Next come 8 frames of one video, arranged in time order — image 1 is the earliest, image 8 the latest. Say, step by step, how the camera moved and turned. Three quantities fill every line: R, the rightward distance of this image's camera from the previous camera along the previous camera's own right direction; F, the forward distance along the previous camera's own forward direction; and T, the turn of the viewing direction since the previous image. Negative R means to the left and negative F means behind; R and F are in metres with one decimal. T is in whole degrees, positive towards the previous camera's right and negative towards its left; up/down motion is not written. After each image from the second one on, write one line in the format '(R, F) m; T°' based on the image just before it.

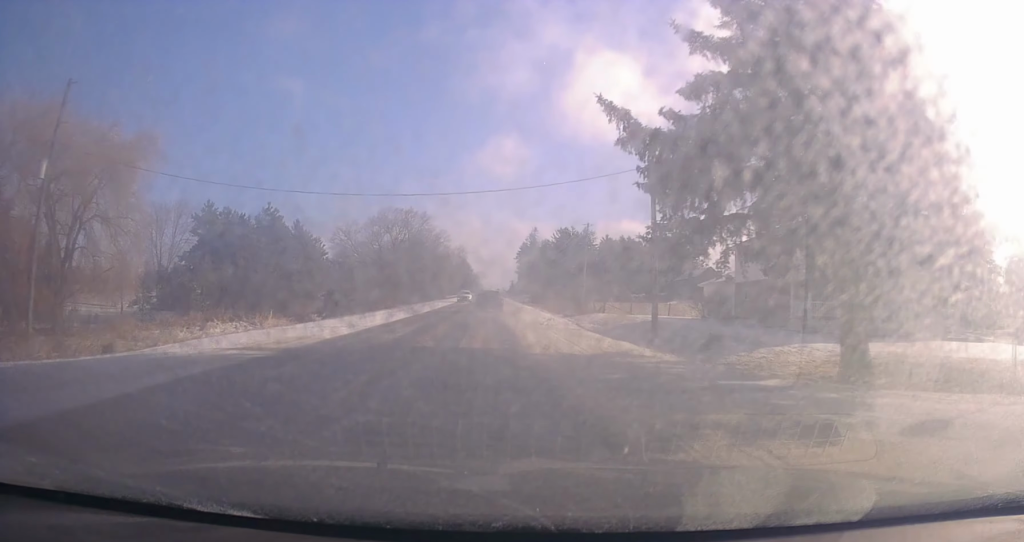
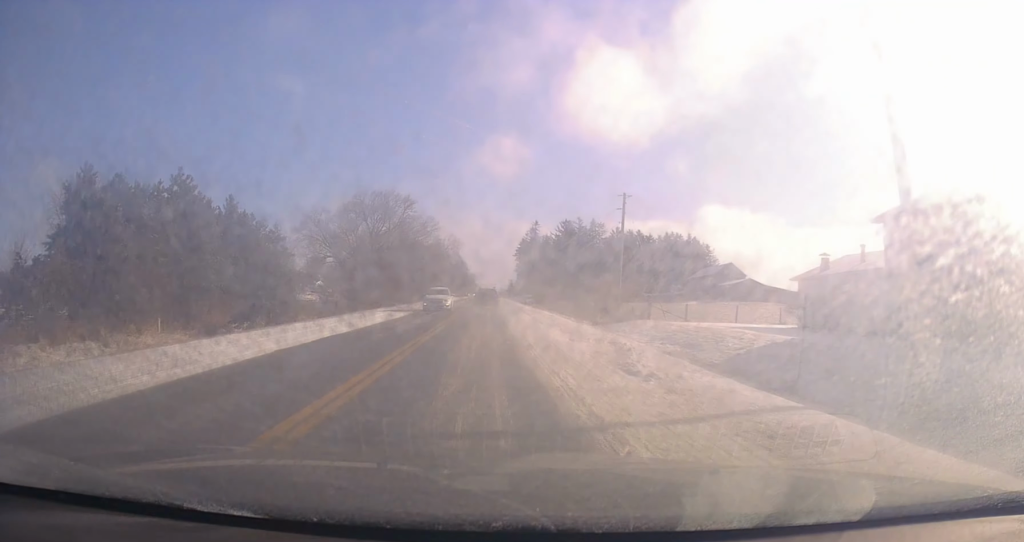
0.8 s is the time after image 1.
(-0.5, +19.2) m; -1°
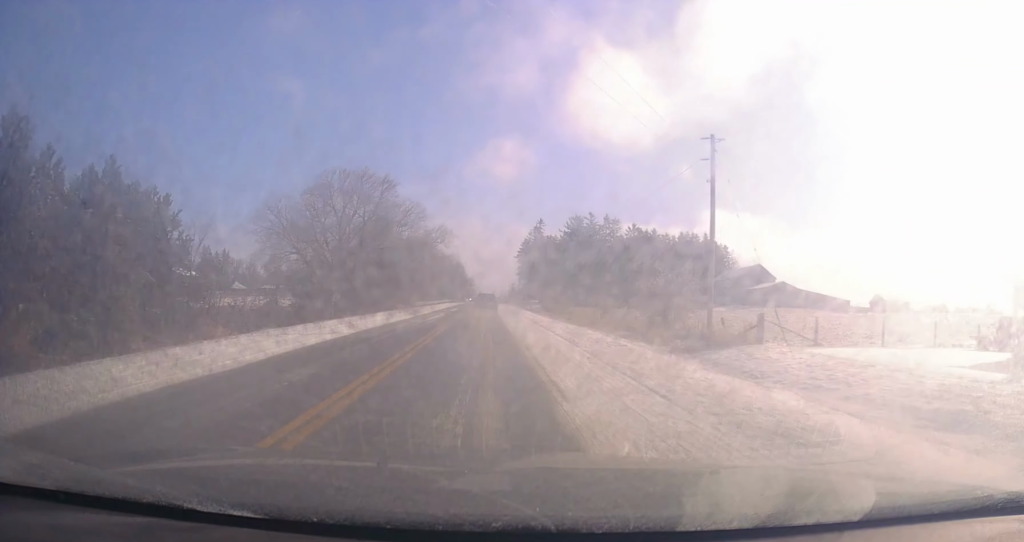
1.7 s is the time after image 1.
(+0.3, +19.6) m; +1°
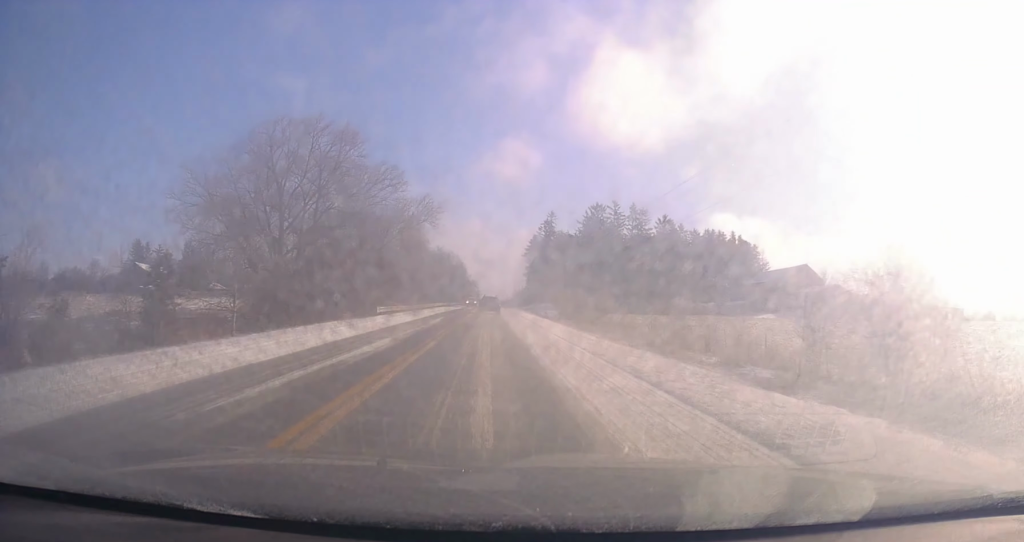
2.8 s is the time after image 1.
(0.0, +22.8) m; 0°
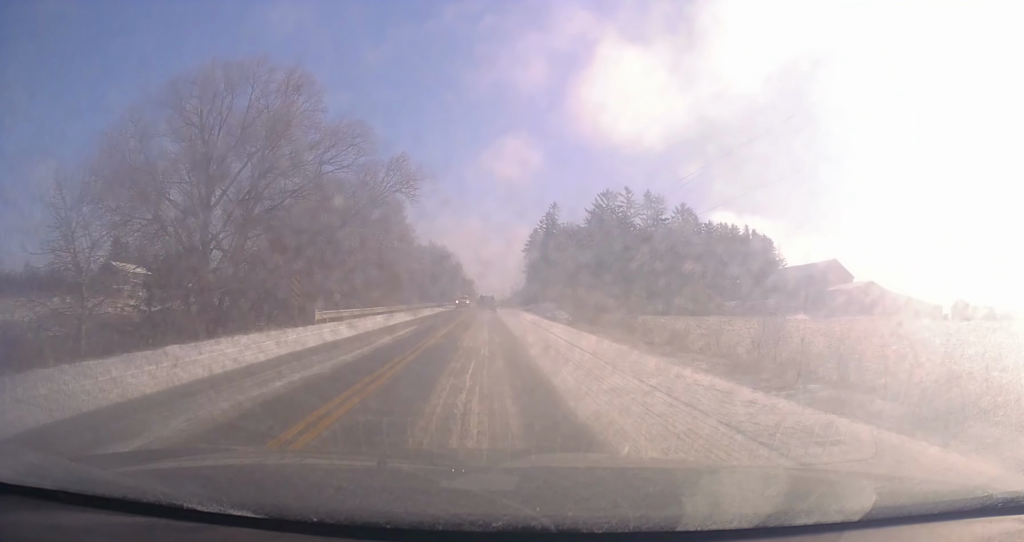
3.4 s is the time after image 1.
(-0.1, +12.9) m; 0°
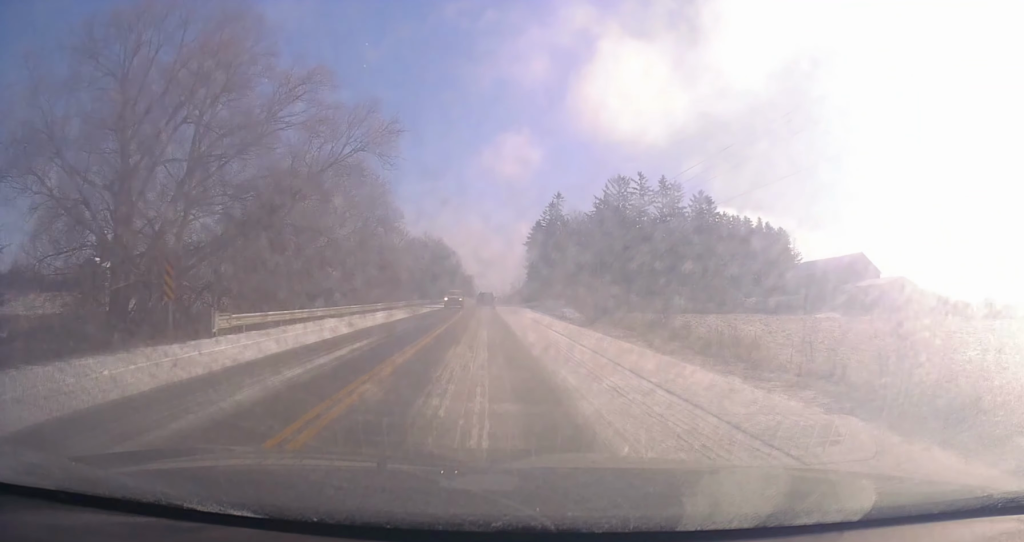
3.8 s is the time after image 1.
(0.0, +10.1) m; 0°
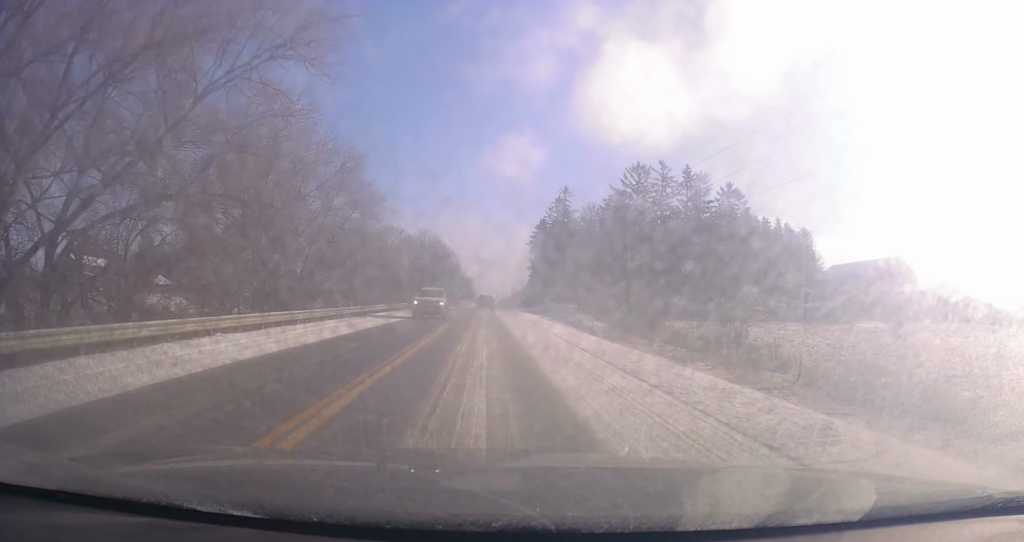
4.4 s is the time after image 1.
(0.0, +11.8) m; 0°
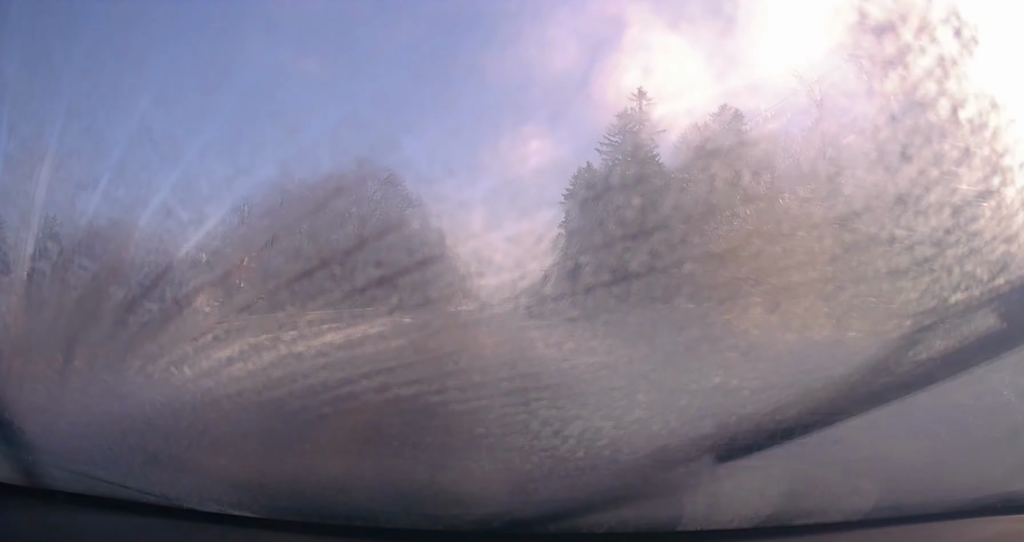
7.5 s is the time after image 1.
(+0.4, +61.8) m; +1°
